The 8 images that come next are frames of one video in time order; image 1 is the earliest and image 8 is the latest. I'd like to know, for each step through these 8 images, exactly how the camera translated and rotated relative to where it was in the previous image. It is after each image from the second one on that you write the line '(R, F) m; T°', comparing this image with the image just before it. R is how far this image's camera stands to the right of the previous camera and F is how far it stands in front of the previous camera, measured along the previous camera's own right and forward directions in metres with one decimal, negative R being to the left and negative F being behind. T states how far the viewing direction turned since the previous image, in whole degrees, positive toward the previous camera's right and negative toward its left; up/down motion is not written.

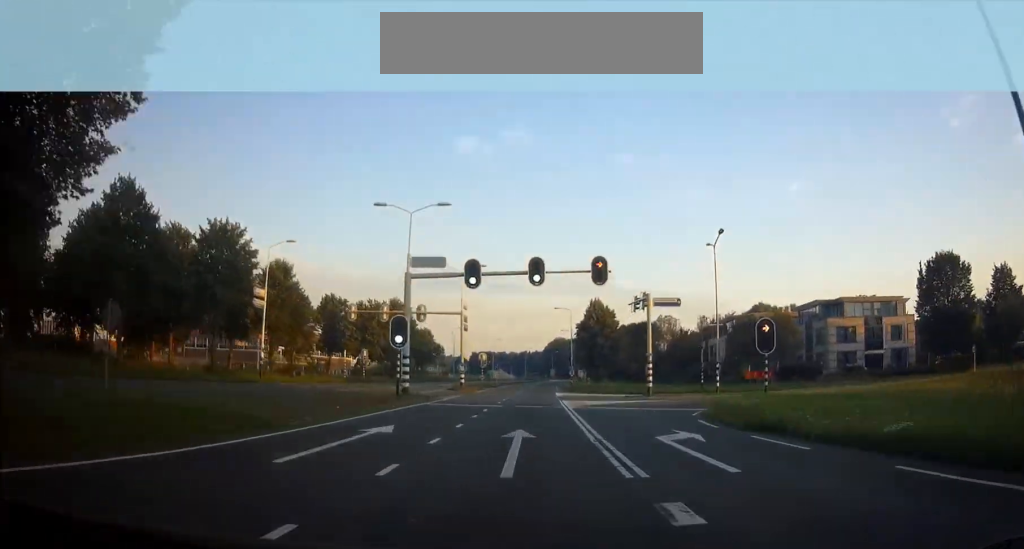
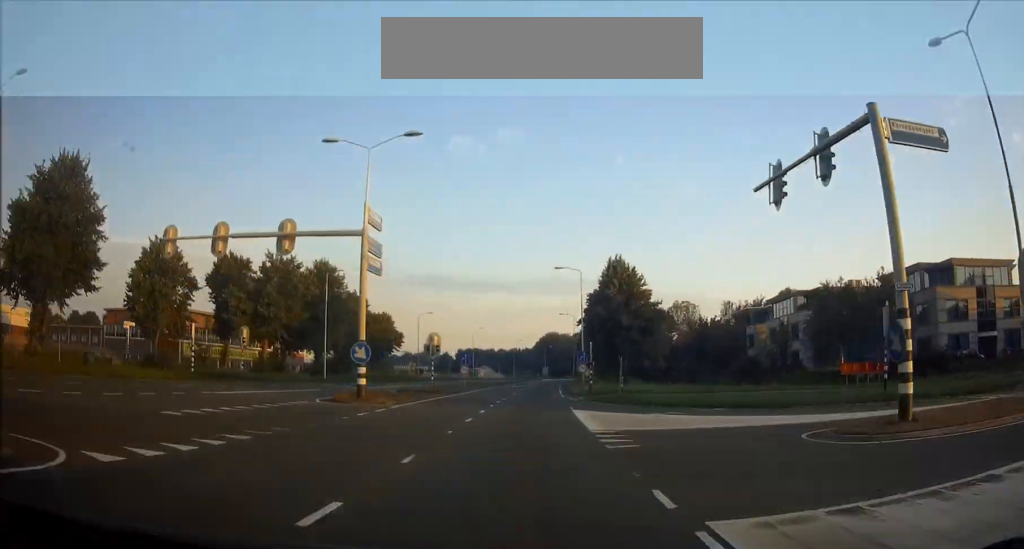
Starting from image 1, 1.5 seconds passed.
(-0.1, +30.9) m; +1°
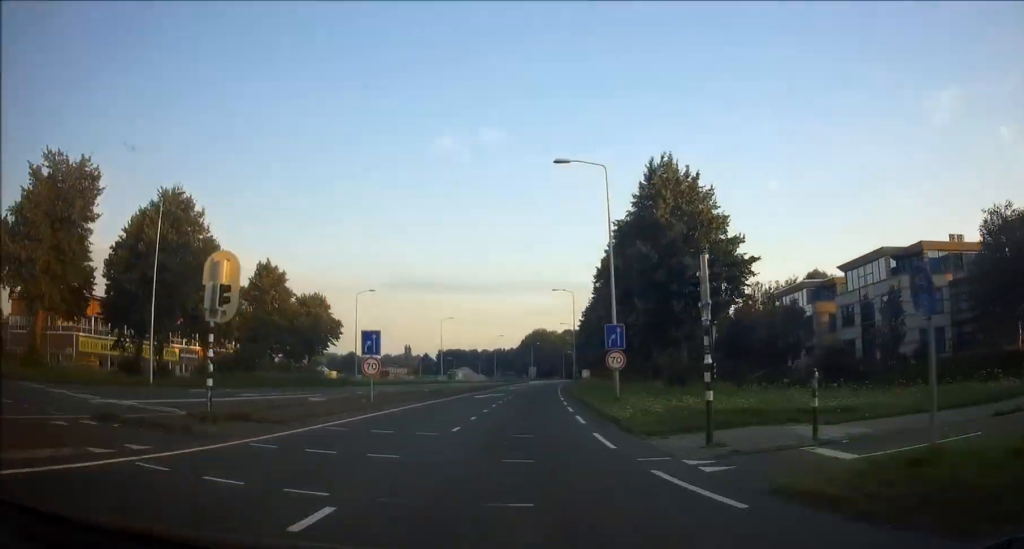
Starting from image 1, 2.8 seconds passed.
(+0.2, +28.1) m; +1°
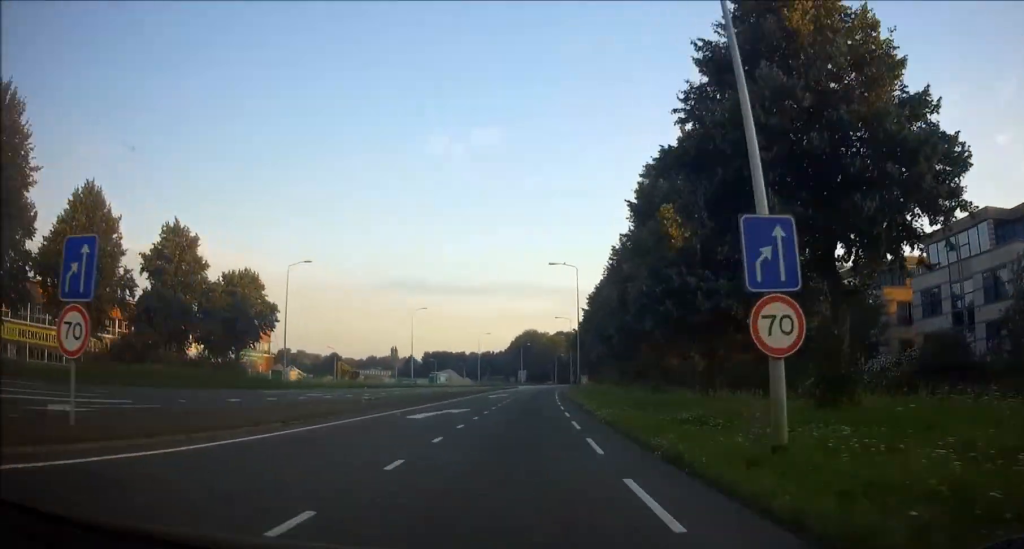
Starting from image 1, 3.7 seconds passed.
(+0.1, +18.2) m; +1°
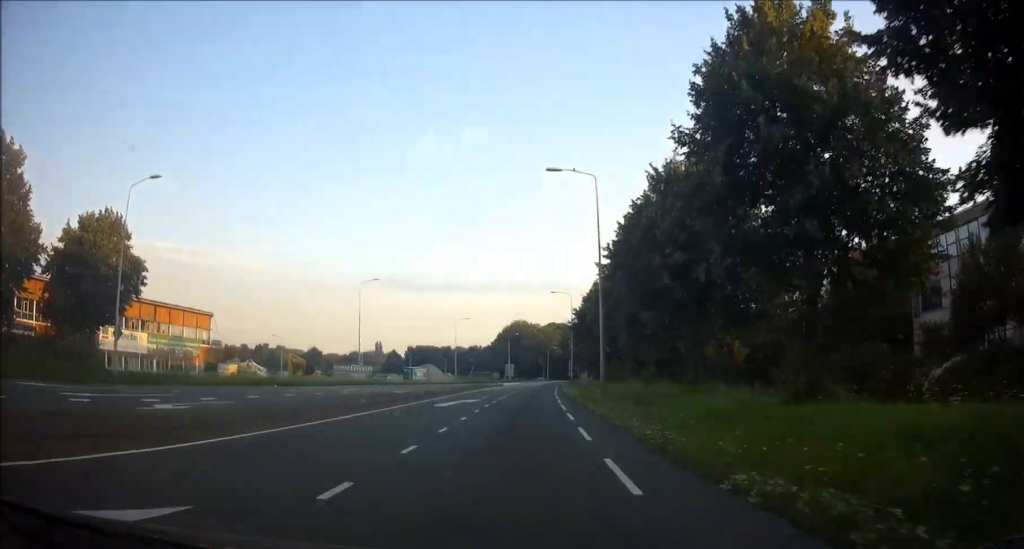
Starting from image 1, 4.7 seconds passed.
(+0.3, +22.4) m; +1°
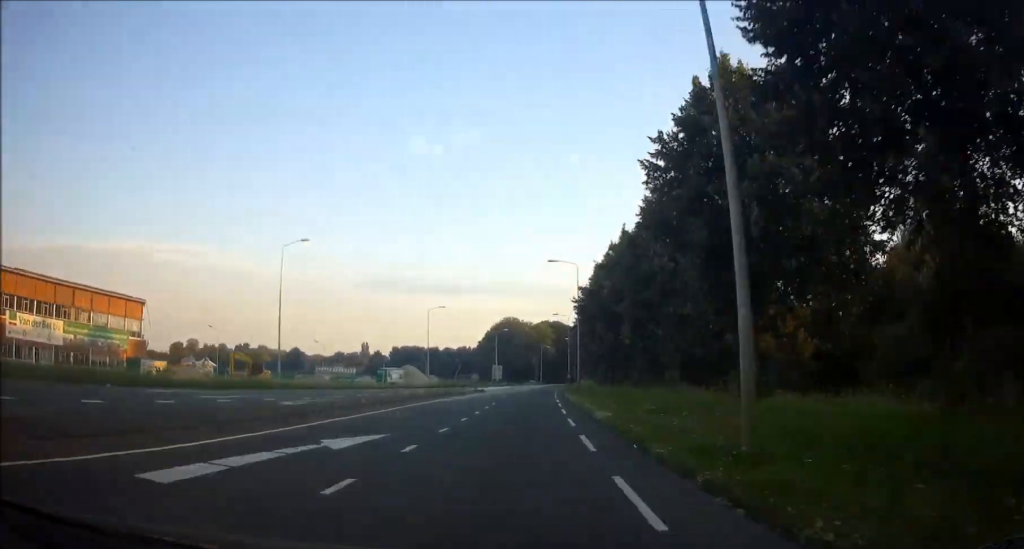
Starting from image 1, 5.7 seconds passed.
(+0.1, +19.6) m; +1°
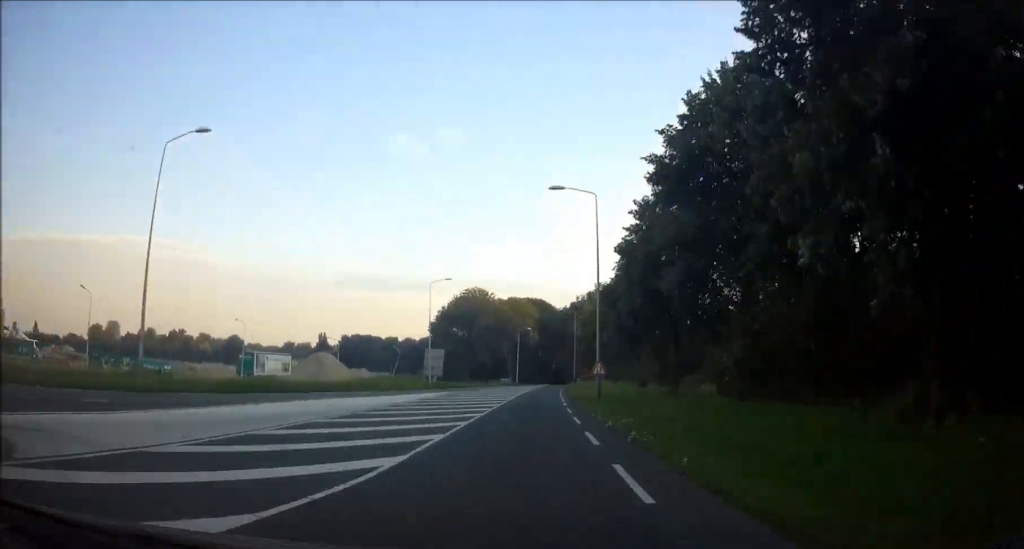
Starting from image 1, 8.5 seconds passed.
(+1.2, +58.6) m; +2°
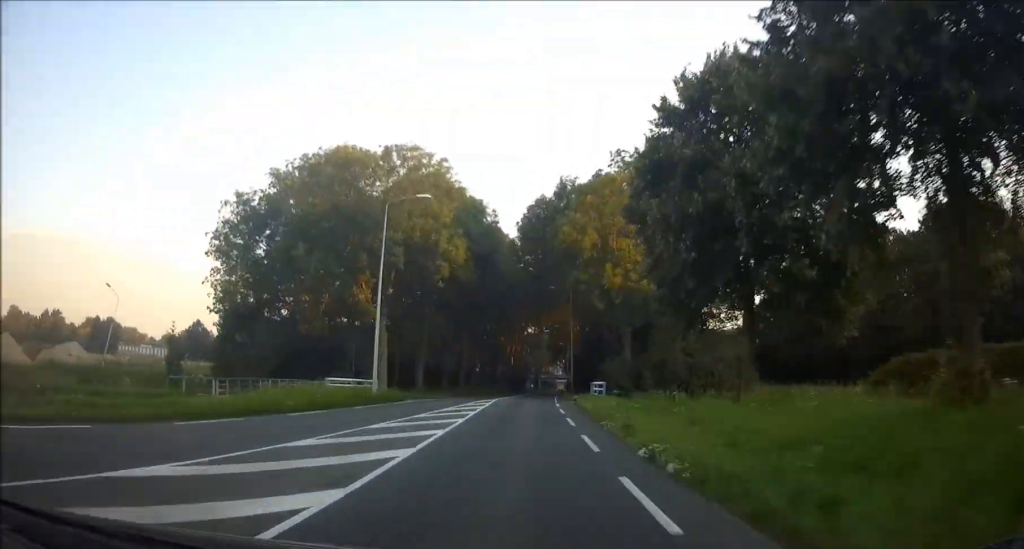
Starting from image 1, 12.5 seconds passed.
(+2.3, +84.5) m; +3°
